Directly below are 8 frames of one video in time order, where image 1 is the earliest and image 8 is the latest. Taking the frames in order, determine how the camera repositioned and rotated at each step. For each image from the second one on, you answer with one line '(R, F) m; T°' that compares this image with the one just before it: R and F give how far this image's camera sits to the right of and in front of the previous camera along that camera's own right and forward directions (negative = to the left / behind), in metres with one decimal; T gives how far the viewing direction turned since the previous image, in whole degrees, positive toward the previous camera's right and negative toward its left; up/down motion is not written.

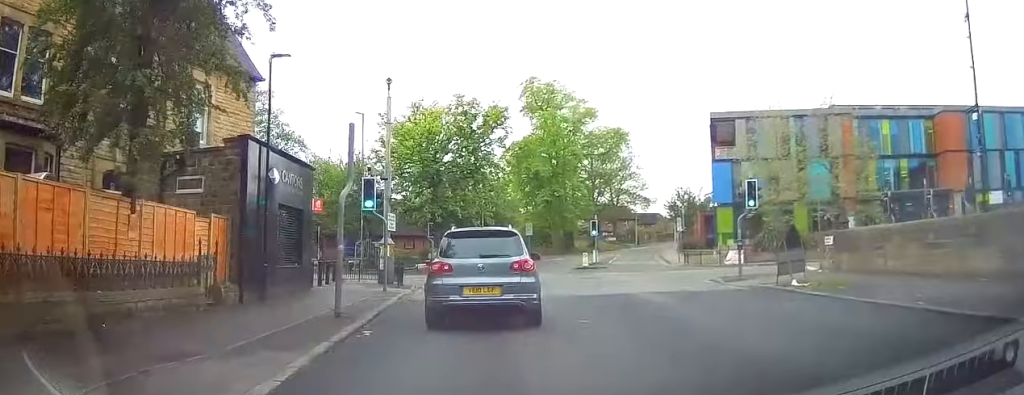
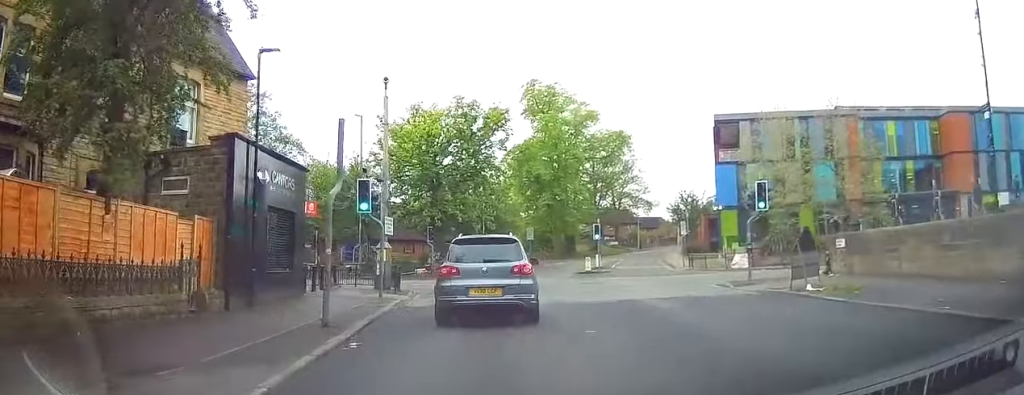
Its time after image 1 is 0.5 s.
(0.0, +1.7) m; -4°
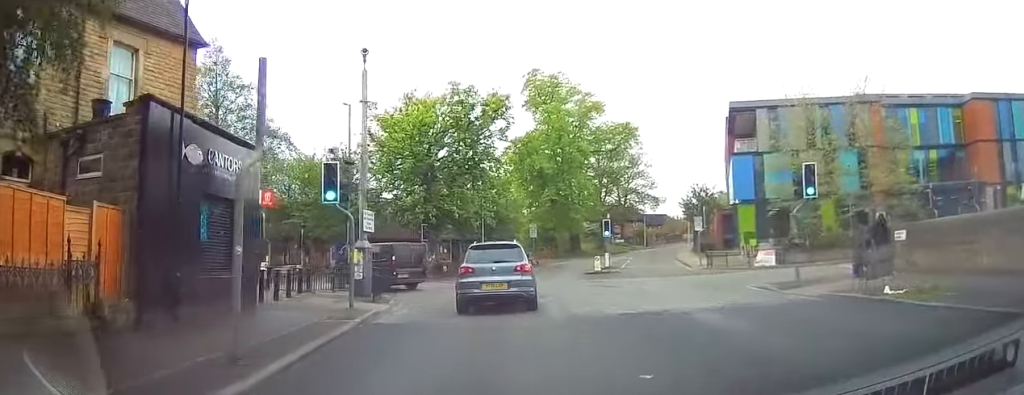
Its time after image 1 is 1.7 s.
(-0.5, +5.3) m; -3°
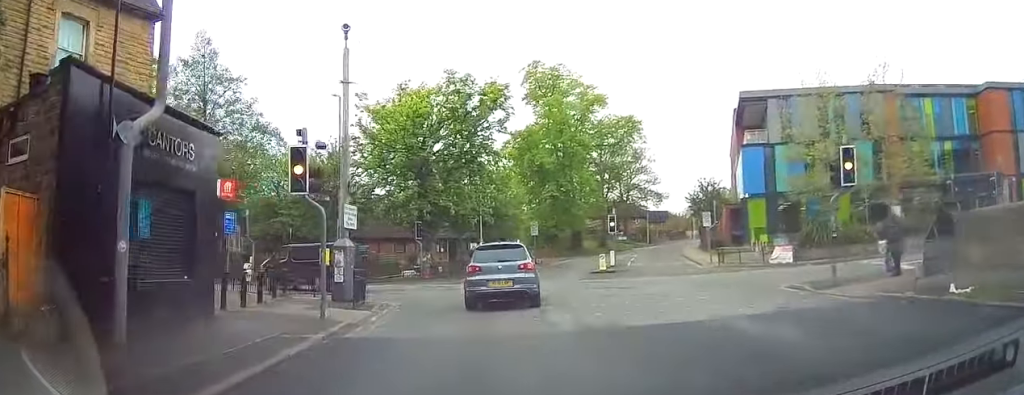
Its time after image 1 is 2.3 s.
(+0.2, +2.9) m; 0°
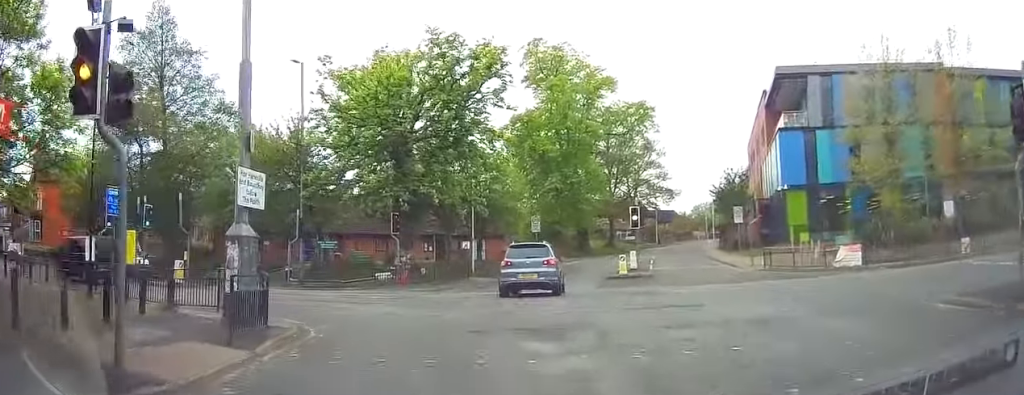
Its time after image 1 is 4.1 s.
(-0.3, +9.4) m; -1°
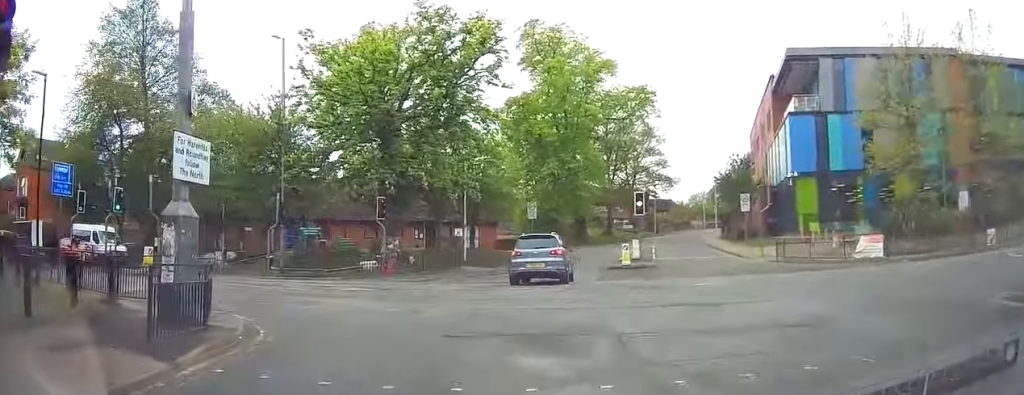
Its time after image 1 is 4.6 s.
(-0.1, +2.6) m; +6°
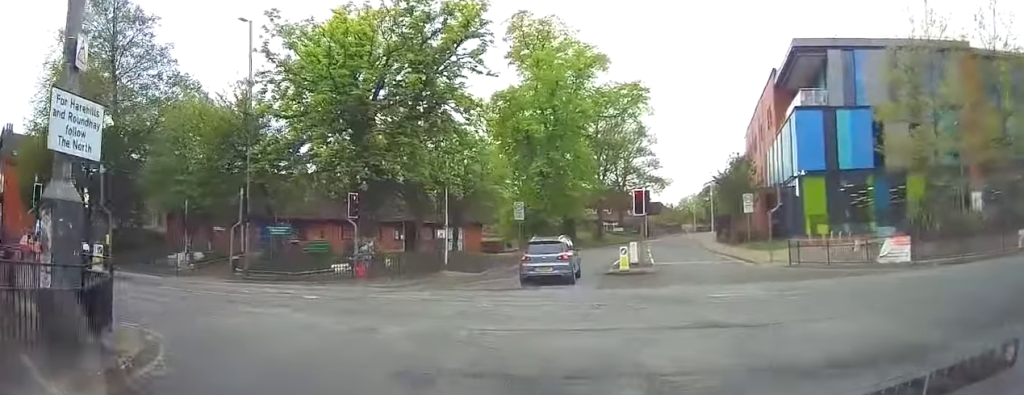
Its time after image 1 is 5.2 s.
(+0.3, +3.2) m; +8°
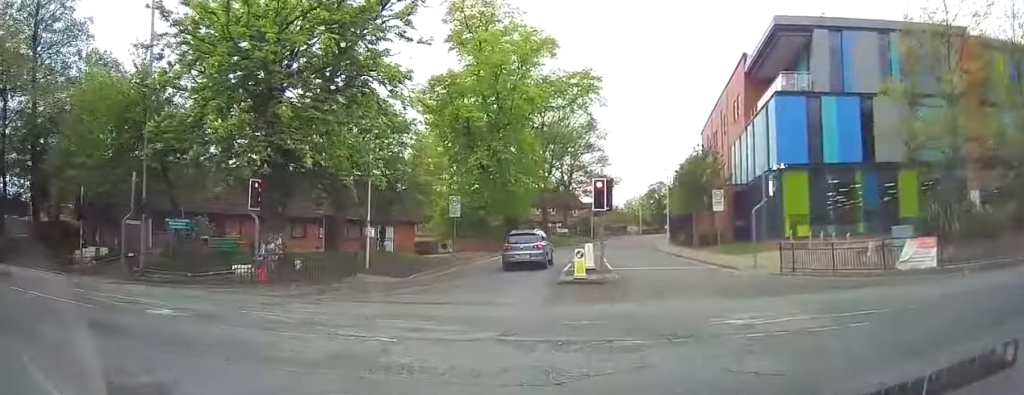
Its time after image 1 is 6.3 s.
(+0.8, +5.6) m; +14°
